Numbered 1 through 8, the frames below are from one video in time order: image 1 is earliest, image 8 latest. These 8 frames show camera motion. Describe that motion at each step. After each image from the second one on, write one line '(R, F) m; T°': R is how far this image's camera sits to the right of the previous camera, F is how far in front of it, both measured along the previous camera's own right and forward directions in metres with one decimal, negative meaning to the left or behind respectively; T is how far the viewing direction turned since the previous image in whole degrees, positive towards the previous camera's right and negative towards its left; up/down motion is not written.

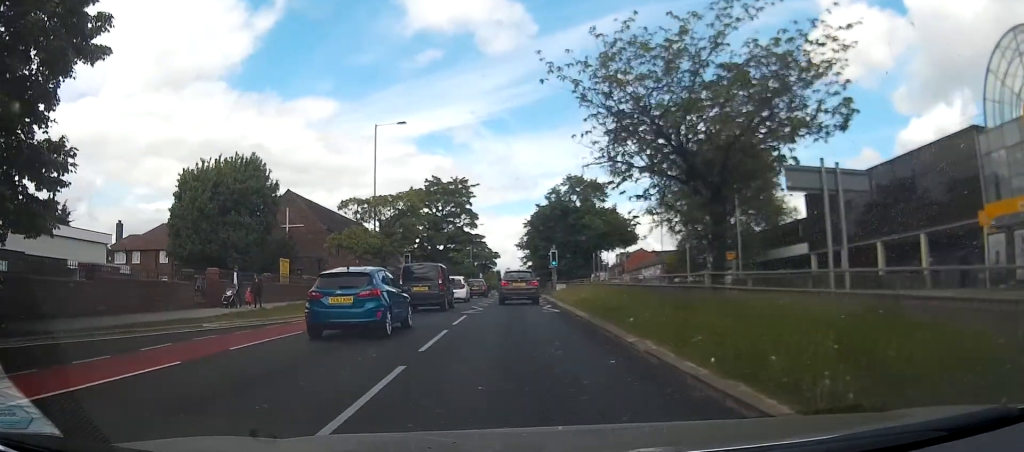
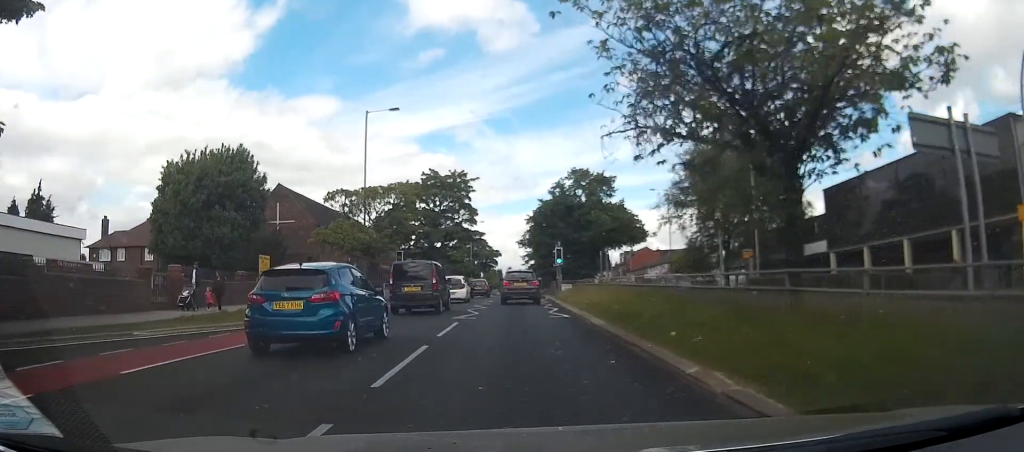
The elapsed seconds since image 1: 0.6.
(0.0, +3.2) m; -1°
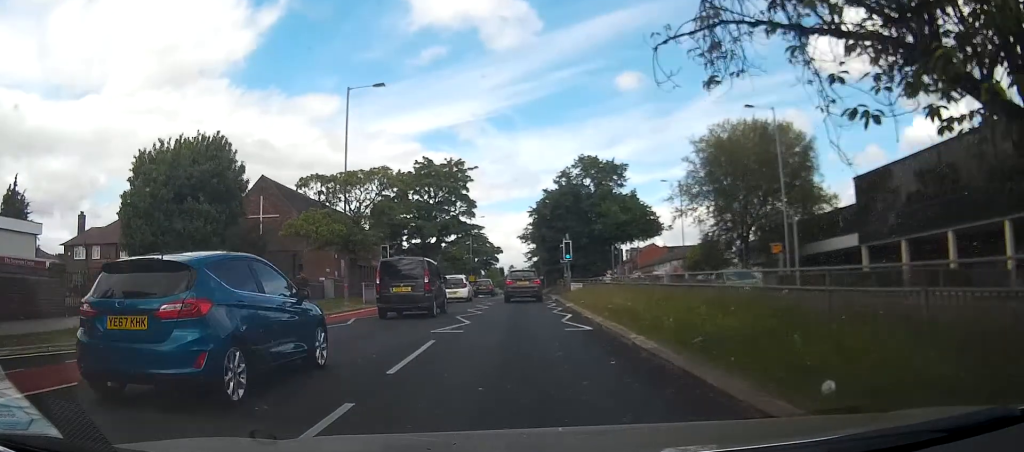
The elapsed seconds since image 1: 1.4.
(-0.1, +4.8) m; -2°
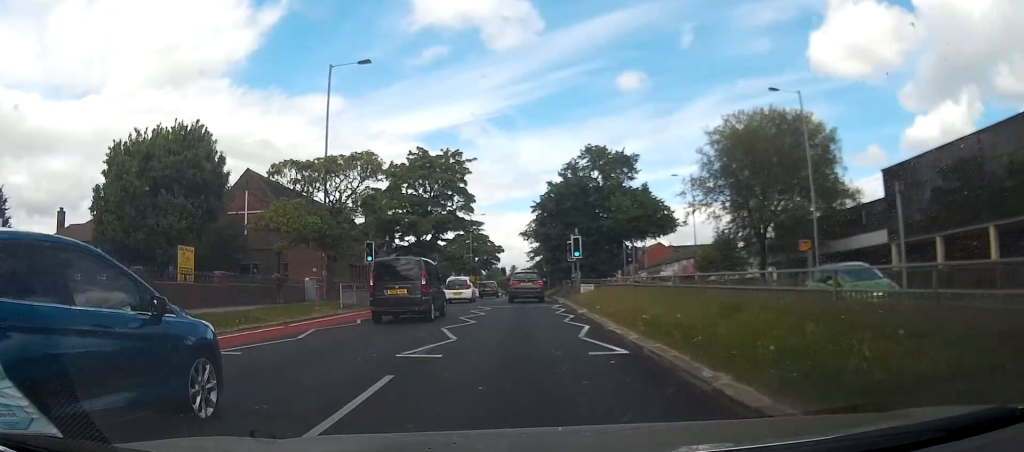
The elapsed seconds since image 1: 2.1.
(0.0, +4.0) m; 0°
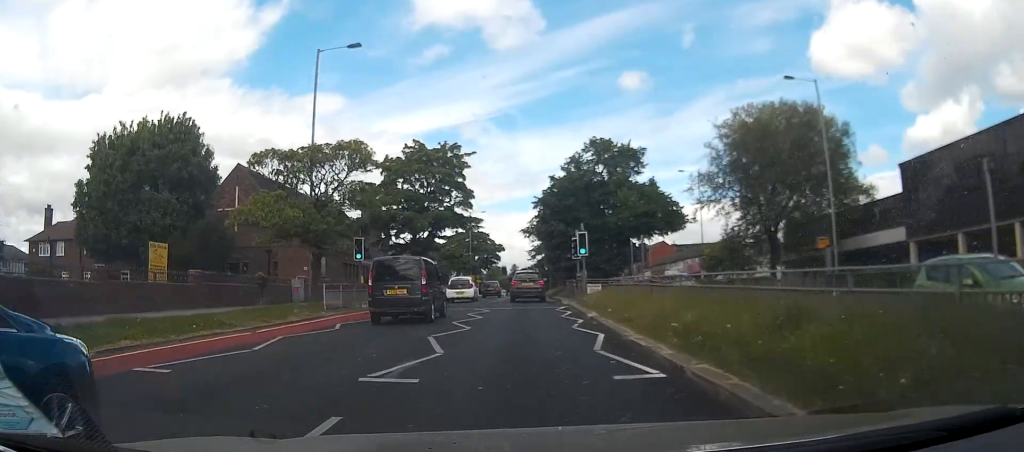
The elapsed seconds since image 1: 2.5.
(0.0, +2.3) m; 0°
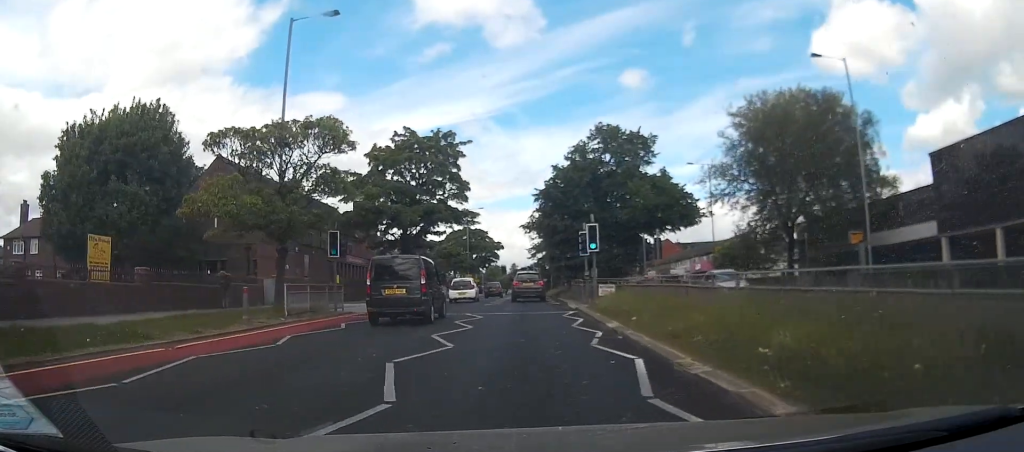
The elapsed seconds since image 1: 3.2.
(+0.1, +3.8) m; 0°
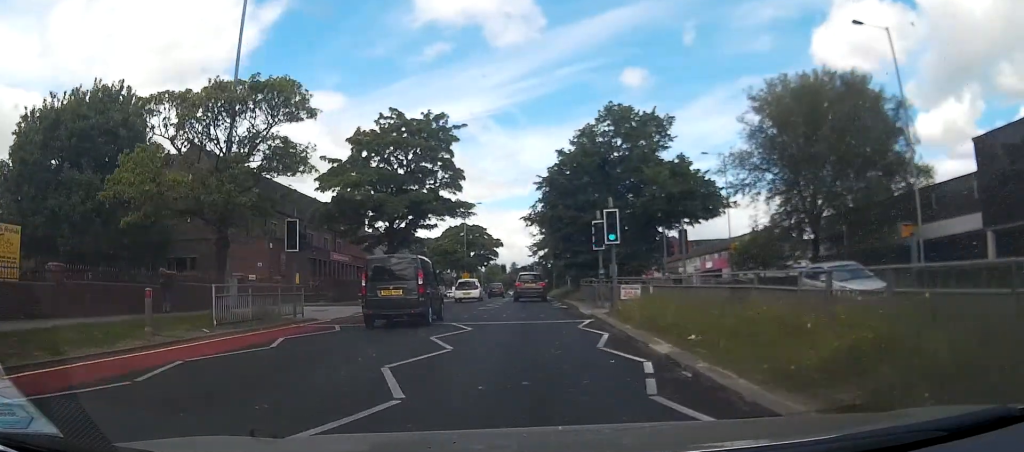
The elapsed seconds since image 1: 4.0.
(-0.1, +4.6) m; 0°
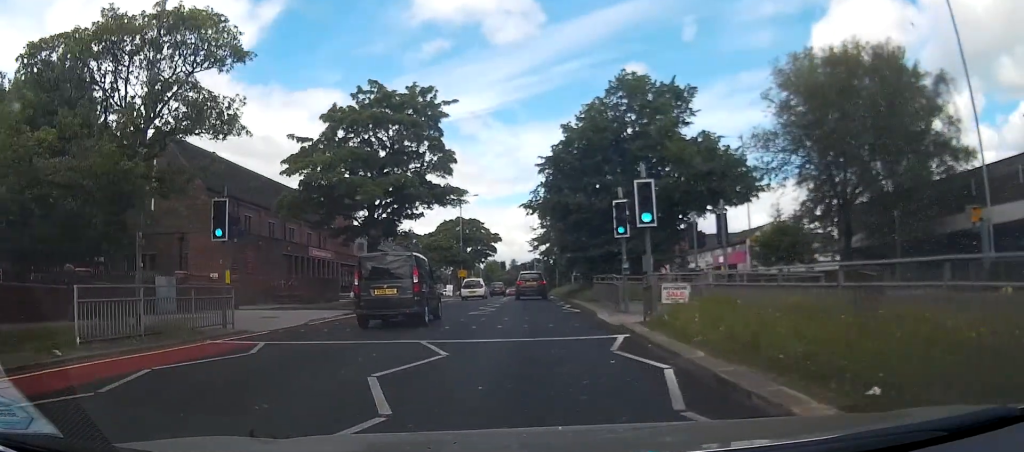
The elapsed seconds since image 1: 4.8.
(0.0, +5.0) m; +1°
